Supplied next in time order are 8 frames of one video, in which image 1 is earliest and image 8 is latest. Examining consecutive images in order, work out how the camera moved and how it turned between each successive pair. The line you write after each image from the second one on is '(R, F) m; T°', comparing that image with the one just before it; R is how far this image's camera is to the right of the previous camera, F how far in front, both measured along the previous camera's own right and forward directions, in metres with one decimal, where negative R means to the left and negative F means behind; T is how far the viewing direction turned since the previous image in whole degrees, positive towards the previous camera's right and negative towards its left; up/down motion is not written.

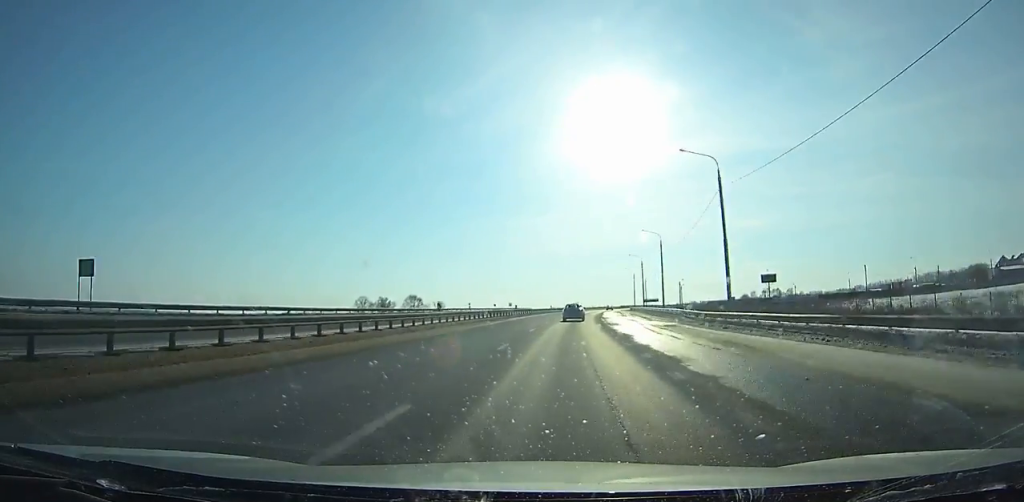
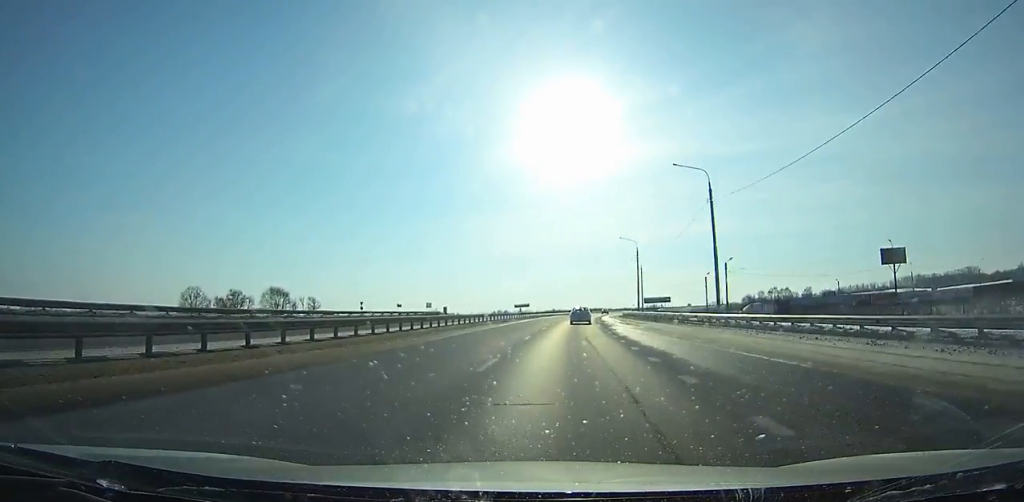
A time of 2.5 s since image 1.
(+2.9, +74.4) m; +4°
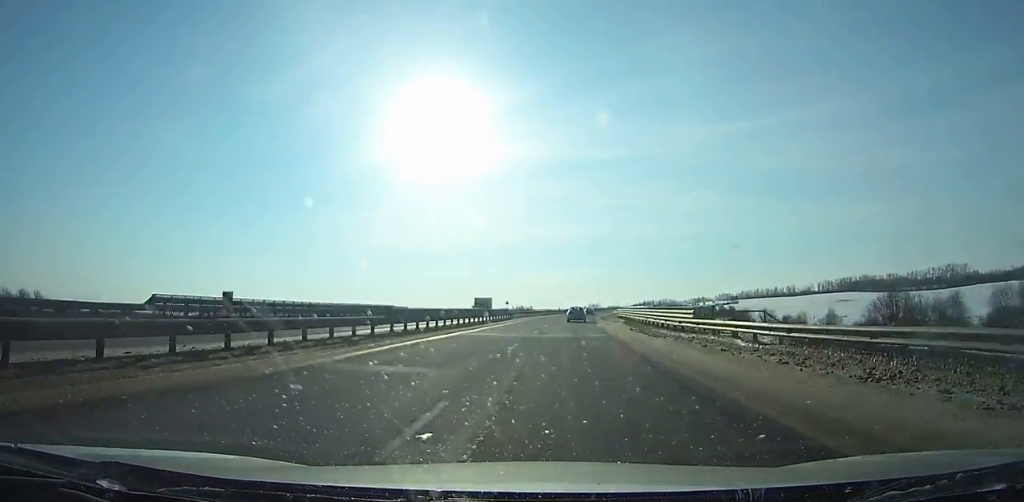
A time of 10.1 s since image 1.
(+26.1, +223.0) m; +13°
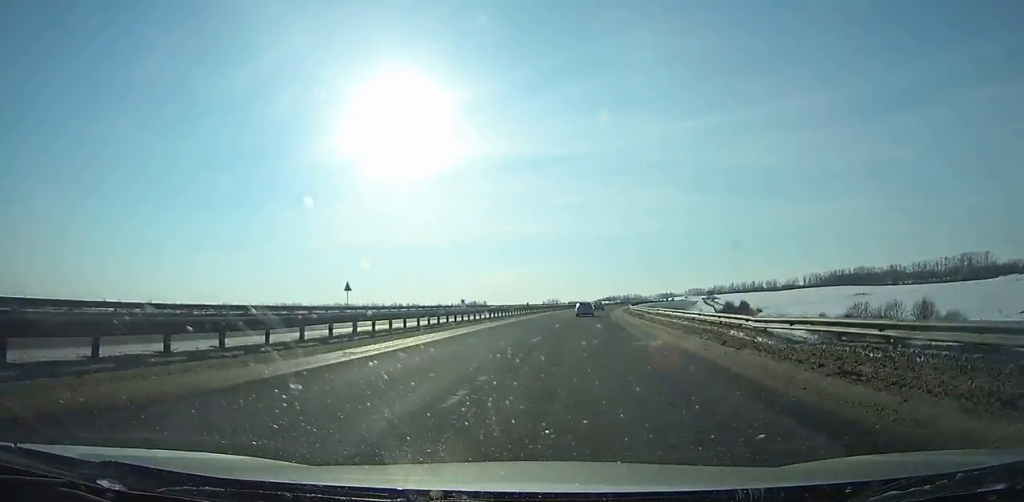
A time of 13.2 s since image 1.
(+3.8, +92.0) m; +5°
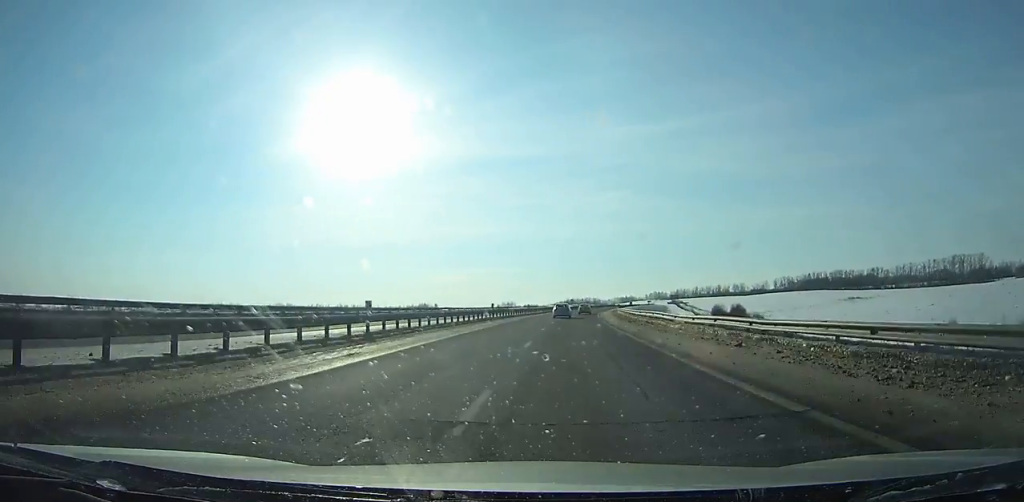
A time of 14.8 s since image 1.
(+1.8, +47.9) m; +3°
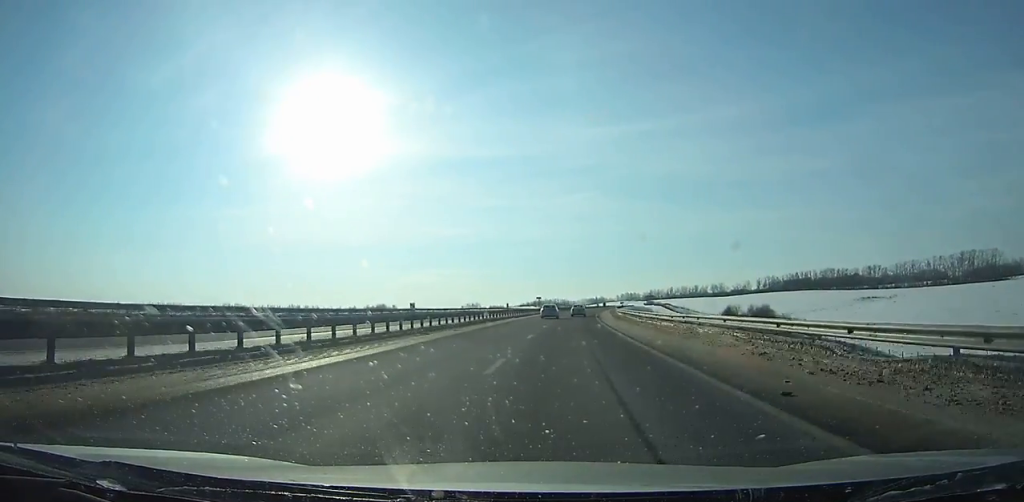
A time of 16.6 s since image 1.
(+1.1, +54.0) m; +3°
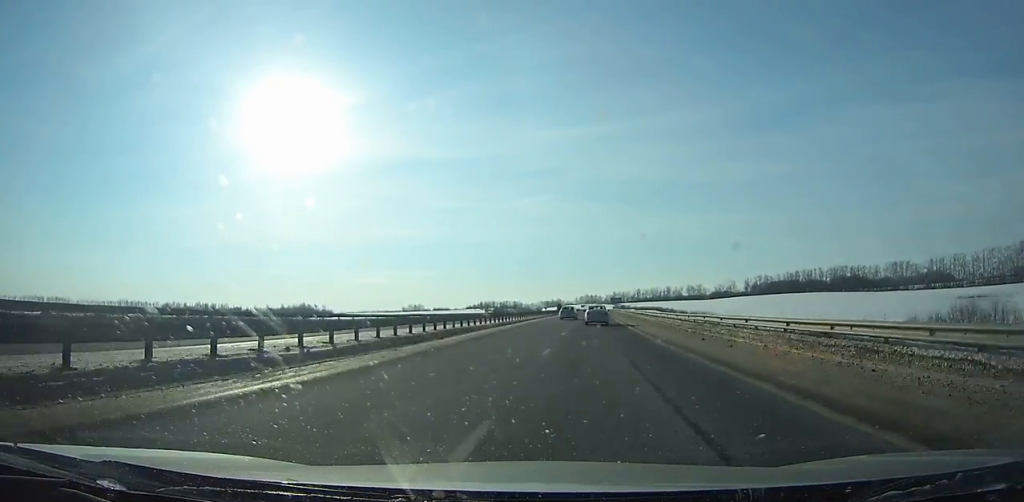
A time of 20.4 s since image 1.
(+5.9, +115.8) m; +4°
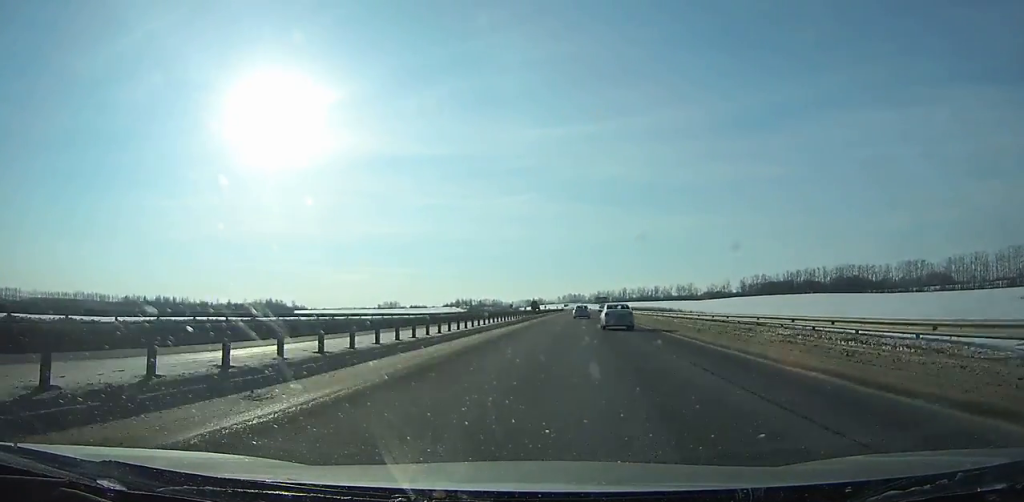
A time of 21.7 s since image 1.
(+0.2, +40.1) m; +1°
